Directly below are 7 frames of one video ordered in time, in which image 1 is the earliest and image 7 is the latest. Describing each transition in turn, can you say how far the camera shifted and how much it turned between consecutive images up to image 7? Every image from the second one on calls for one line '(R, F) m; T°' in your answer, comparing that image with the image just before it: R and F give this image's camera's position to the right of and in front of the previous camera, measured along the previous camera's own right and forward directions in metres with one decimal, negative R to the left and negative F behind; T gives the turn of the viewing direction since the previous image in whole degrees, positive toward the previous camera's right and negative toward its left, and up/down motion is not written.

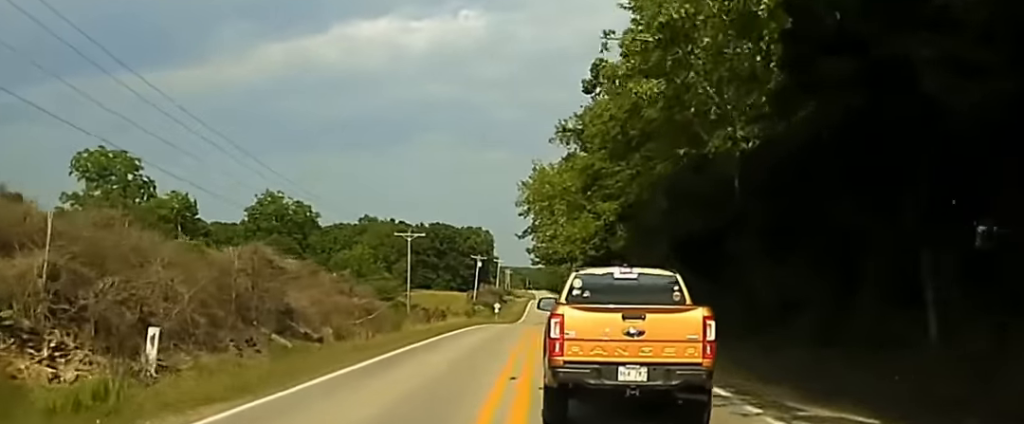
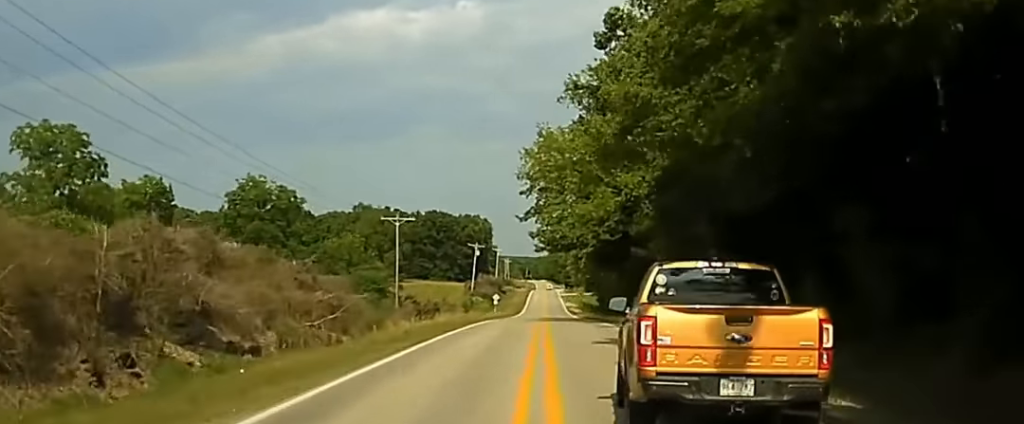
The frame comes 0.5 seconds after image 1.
(+0.2, +9.5) m; +1°
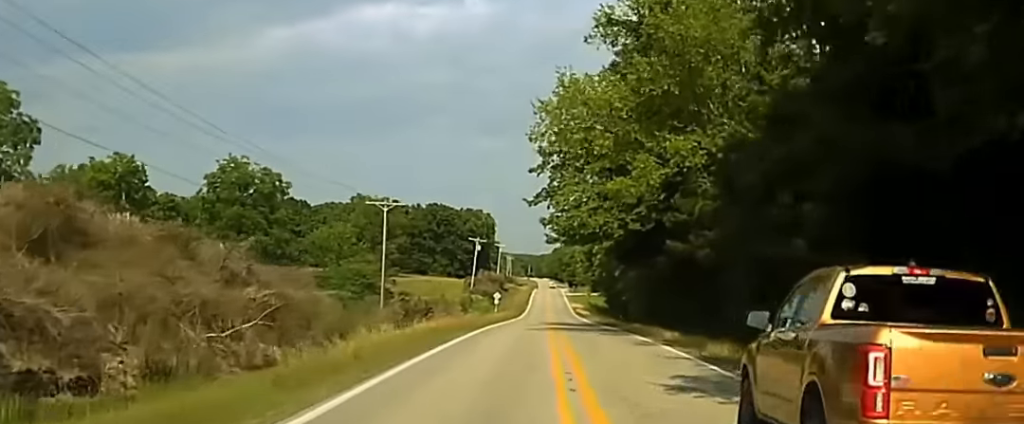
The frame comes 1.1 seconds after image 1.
(0.0, +11.2) m; +1°
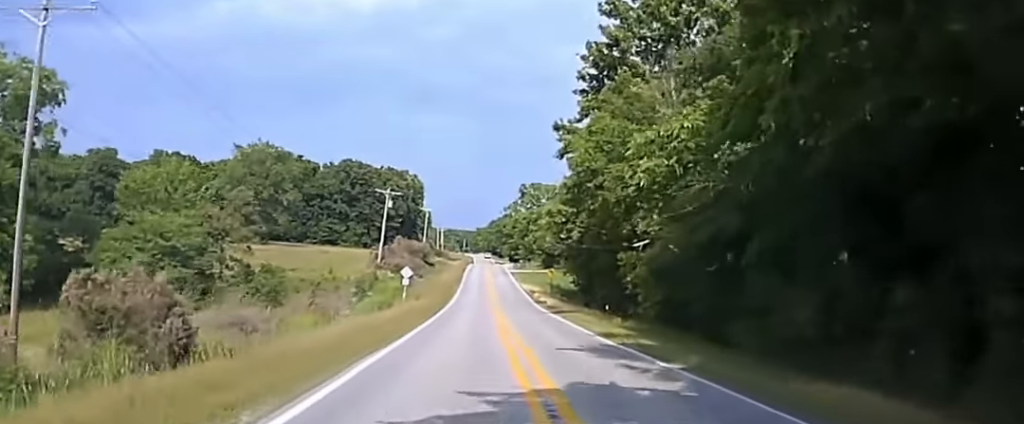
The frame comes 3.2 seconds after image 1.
(+0.9, +52.9) m; +2°
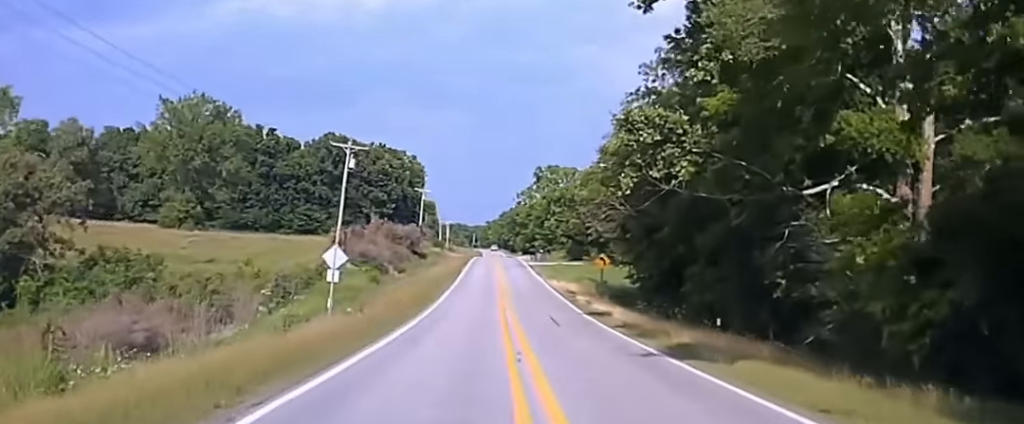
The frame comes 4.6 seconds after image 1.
(+0.5, +43.8) m; +1°
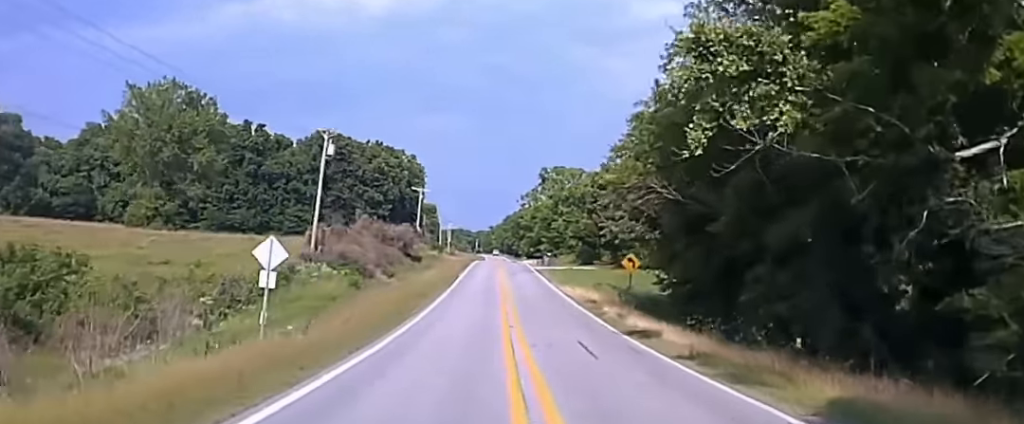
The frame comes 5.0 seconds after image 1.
(0.0, +15.1) m; 0°
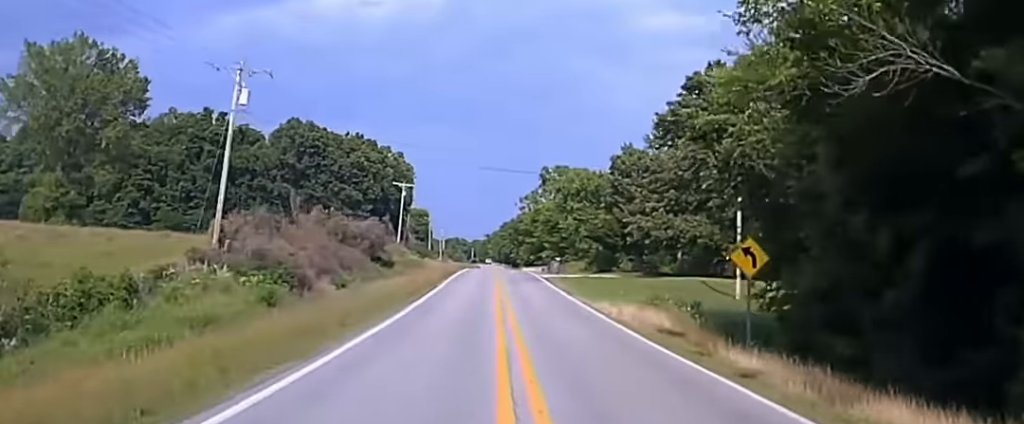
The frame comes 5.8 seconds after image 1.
(0.0, +28.1) m; 0°
